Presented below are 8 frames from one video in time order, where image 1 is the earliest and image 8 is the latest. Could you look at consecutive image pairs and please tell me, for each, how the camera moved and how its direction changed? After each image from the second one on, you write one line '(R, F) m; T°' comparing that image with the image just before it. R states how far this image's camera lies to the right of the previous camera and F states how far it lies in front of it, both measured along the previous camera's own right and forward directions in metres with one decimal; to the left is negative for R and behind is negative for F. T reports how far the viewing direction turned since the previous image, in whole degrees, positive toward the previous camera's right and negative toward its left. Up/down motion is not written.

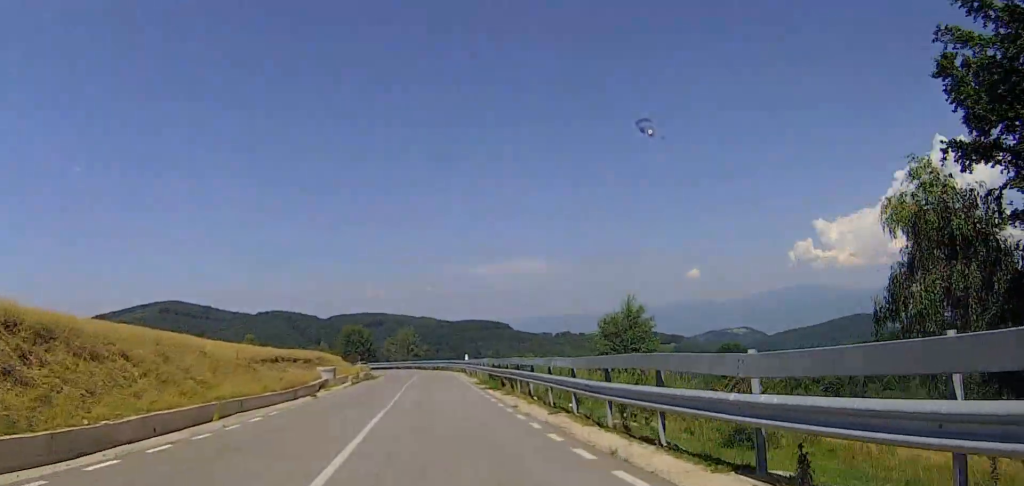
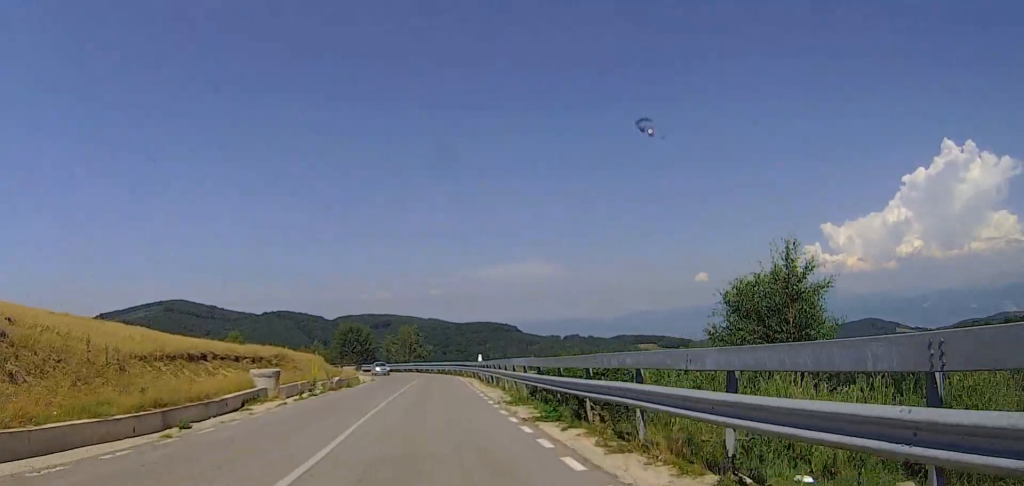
(-0.2, +15.3) m; +1°
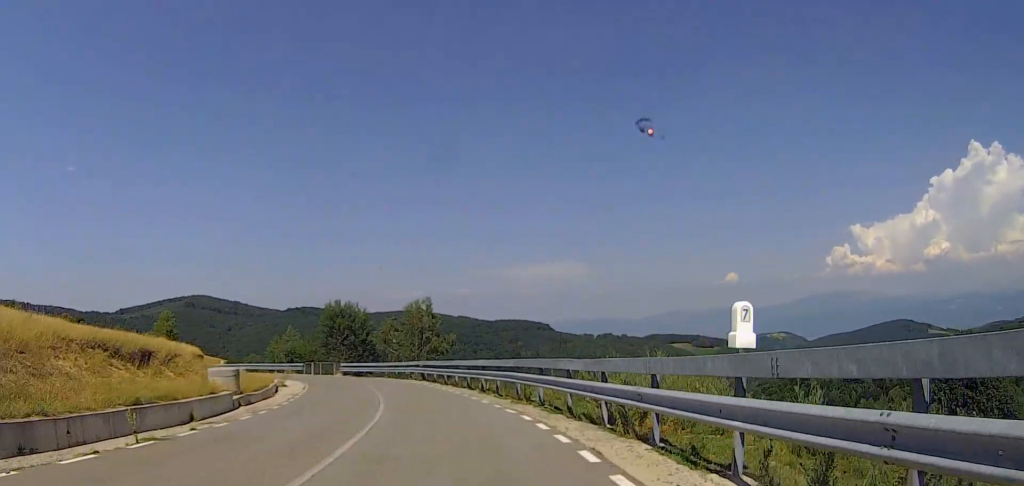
(-1.9, +41.8) m; -8°
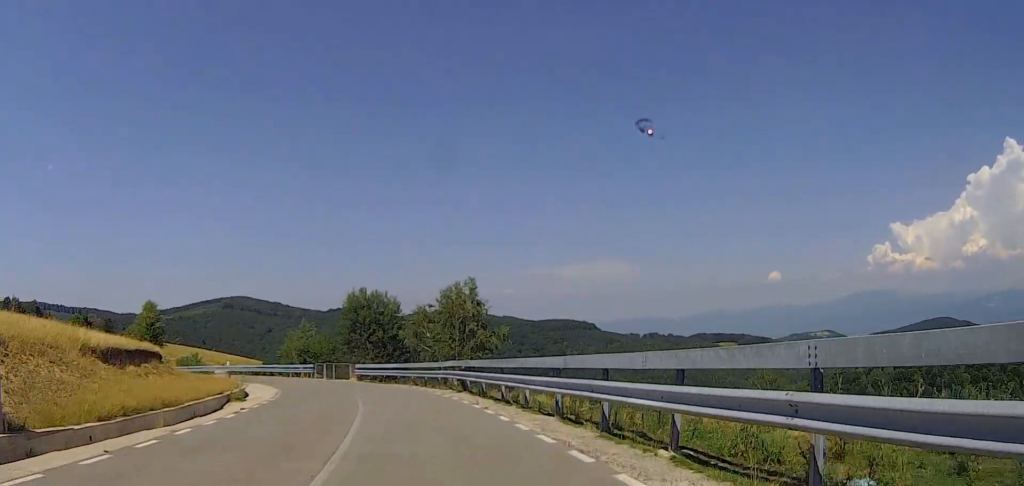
(+0.1, +15.8) m; +1°
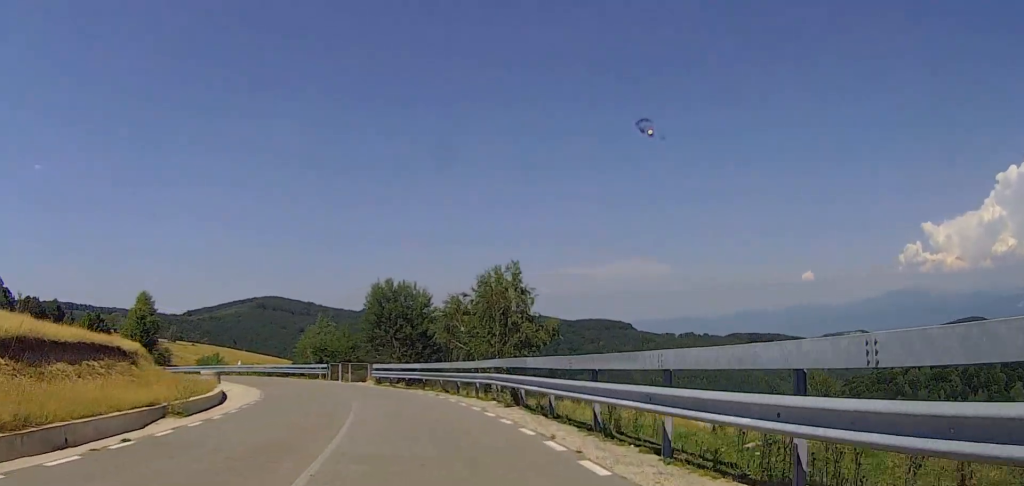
(+0.4, +9.1) m; -2°
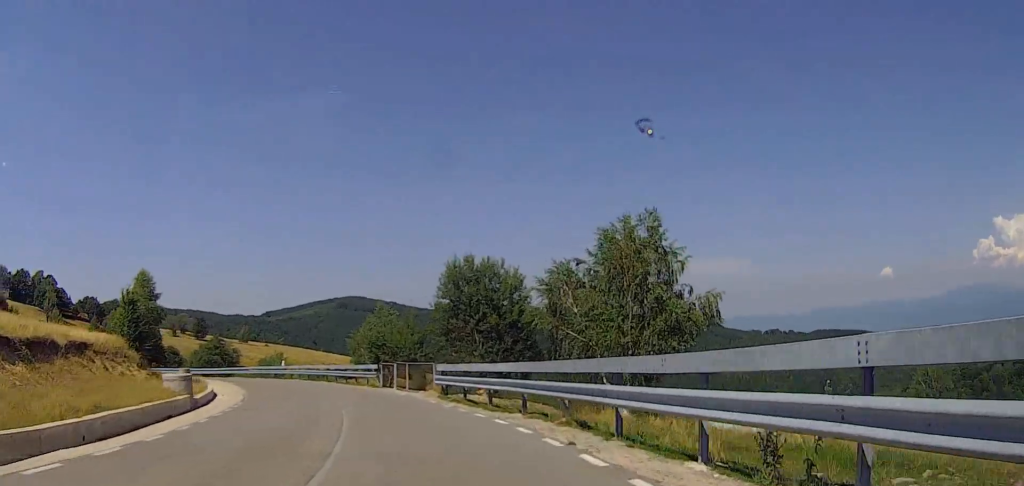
(-1.0, +15.5) m; -8°
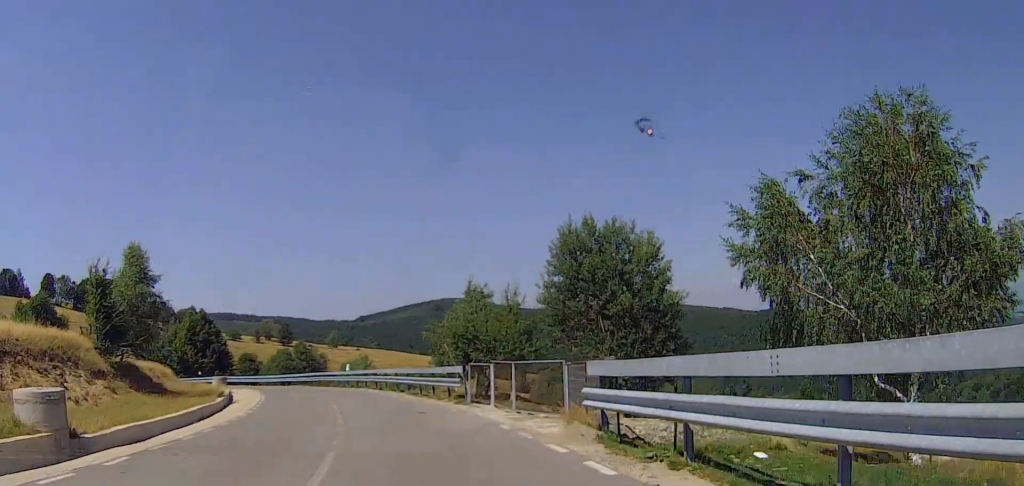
(-1.0, +14.2) m; -8°
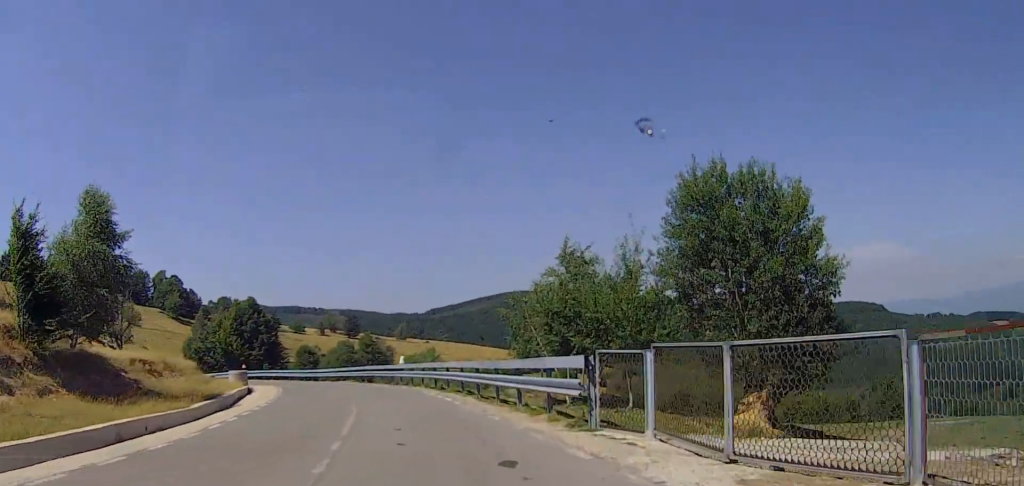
(-0.5, +10.9) m; -6°
